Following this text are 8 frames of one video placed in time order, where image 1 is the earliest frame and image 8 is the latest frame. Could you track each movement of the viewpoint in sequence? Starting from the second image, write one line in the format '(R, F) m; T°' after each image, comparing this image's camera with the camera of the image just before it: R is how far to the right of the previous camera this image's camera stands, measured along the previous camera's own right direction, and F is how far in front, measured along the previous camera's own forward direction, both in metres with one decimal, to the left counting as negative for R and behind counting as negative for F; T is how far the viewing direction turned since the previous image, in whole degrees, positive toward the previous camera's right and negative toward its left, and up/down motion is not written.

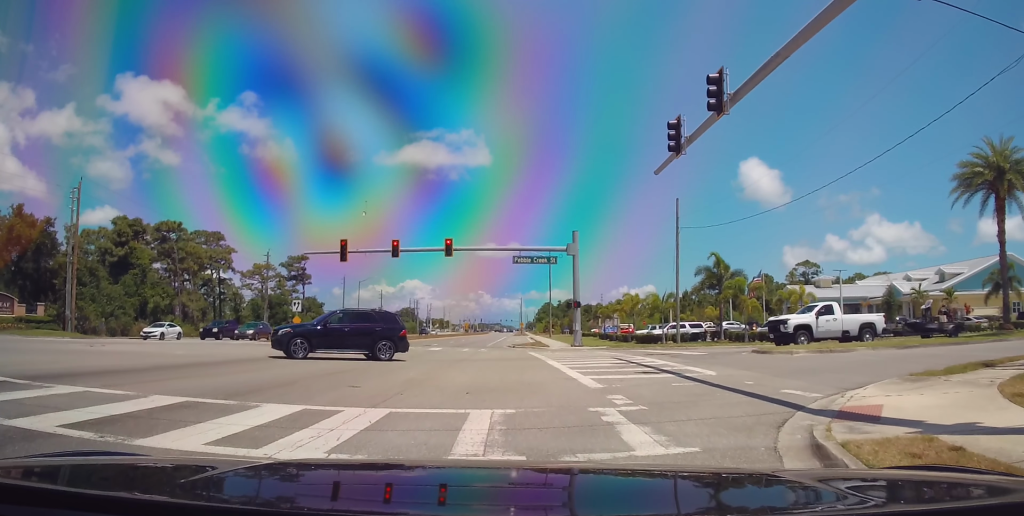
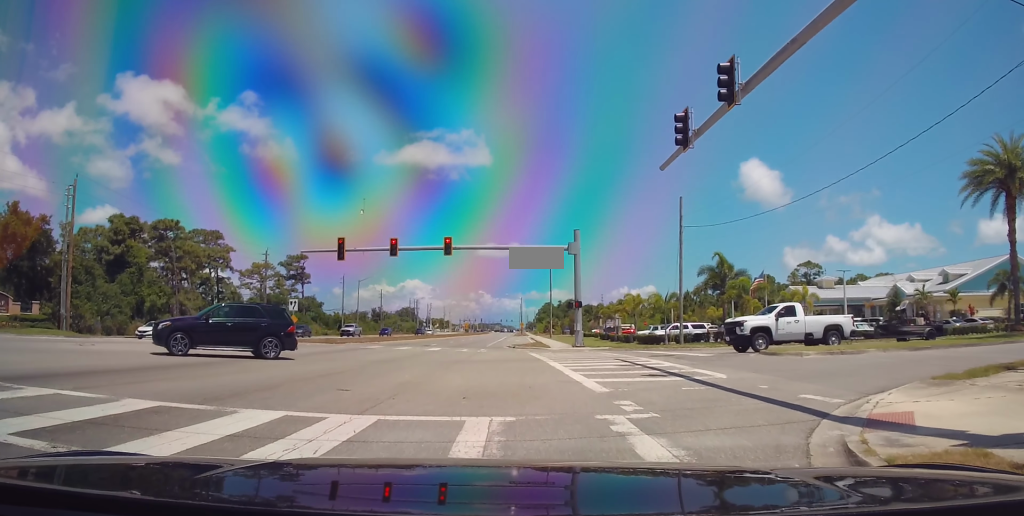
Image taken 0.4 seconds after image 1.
(0.0, +0.8) m; 0°
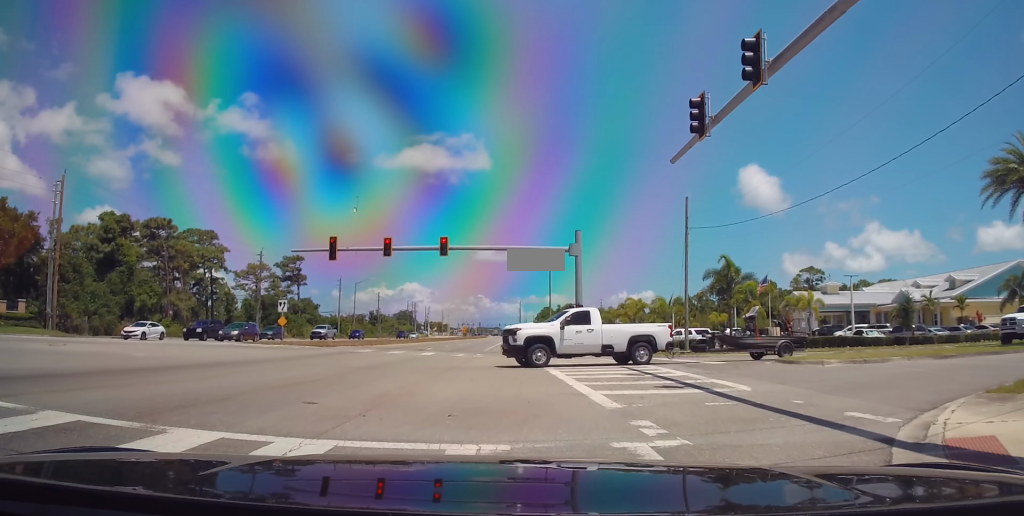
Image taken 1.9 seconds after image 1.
(0.0, +2.7) m; +3°
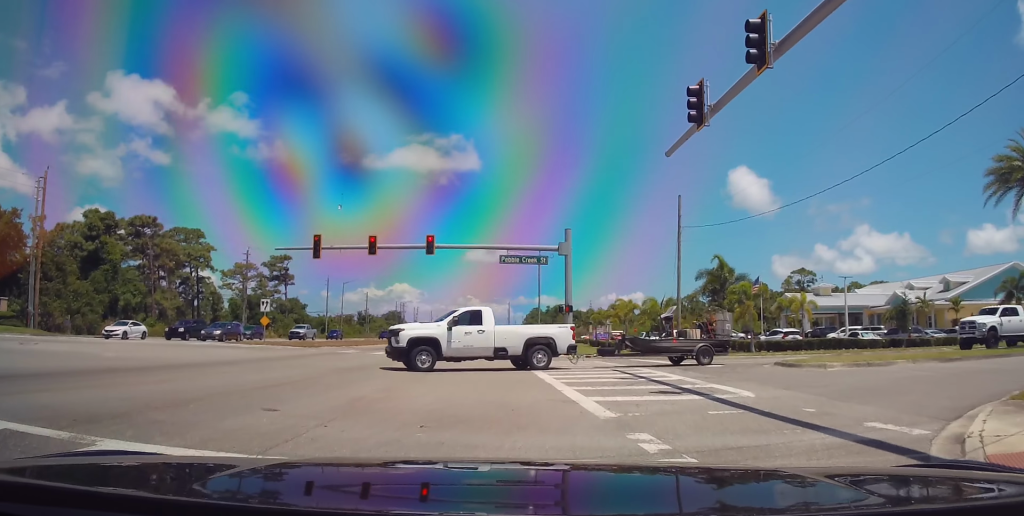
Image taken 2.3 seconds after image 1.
(0.0, +1.0) m; +5°
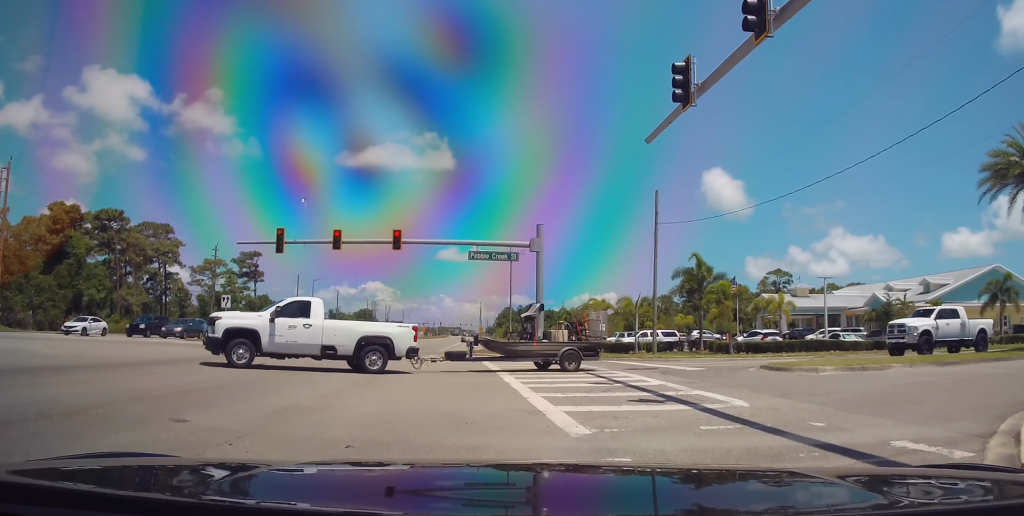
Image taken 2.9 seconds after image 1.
(0.0, +1.3) m; +9°
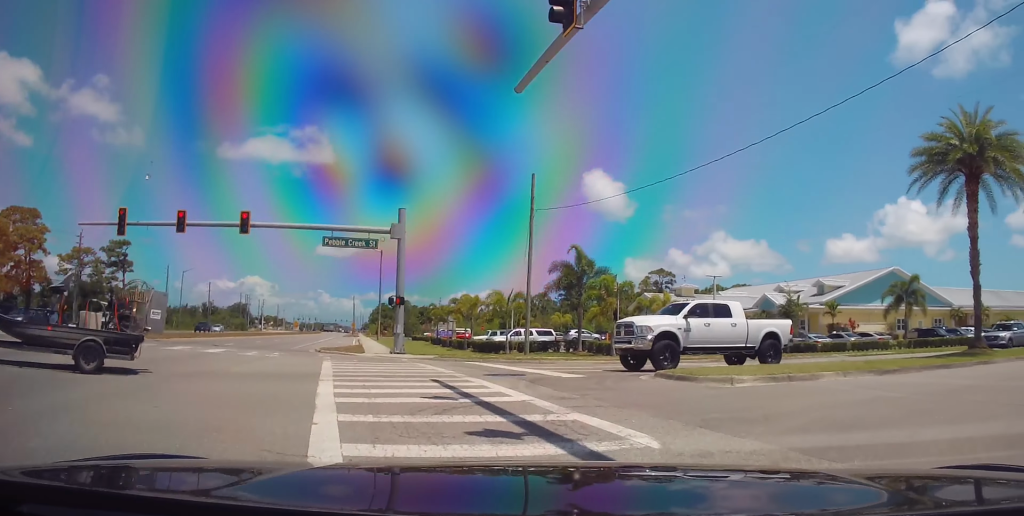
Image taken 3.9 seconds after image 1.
(+0.5, +3.2) m; +9°
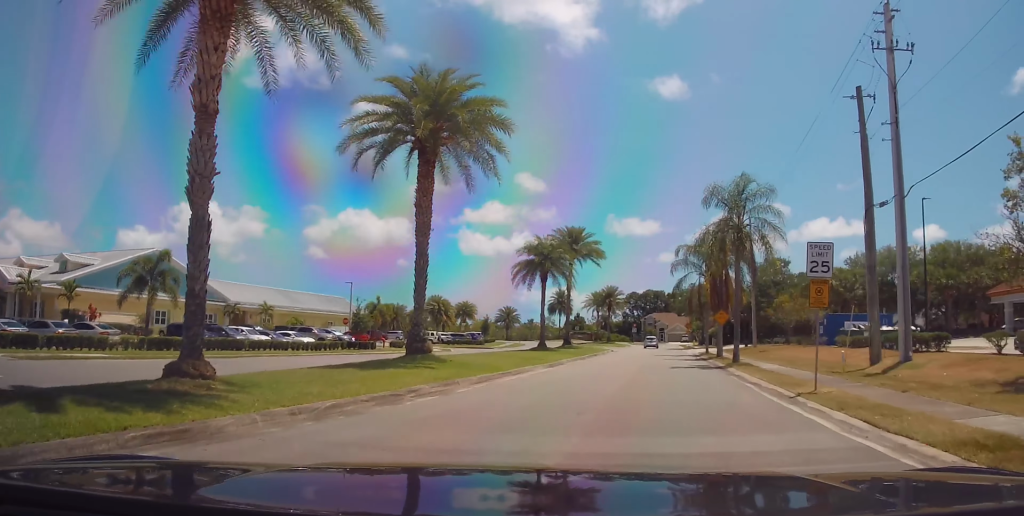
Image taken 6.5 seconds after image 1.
(+5.7, +12.4) m; +52°
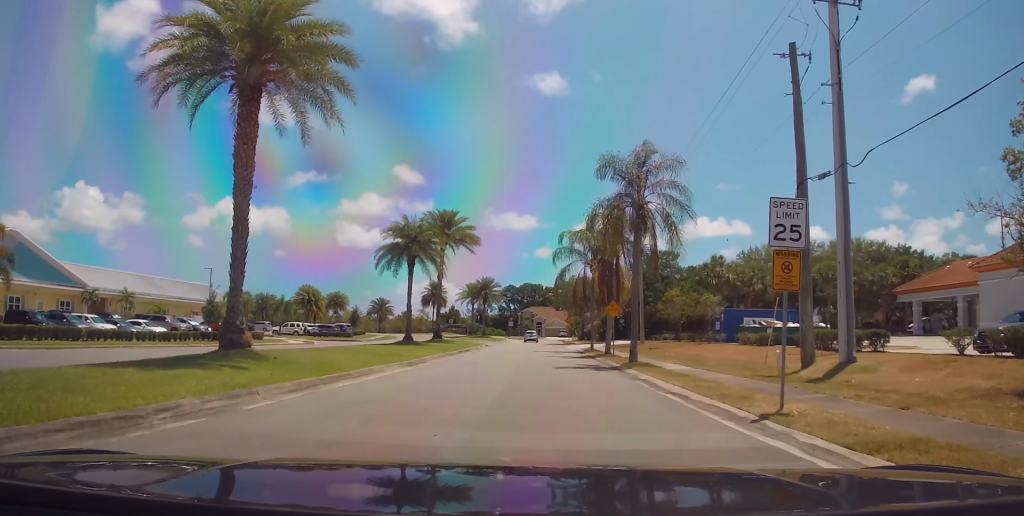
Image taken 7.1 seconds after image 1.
(+0.4, +4.2) m; +9°
